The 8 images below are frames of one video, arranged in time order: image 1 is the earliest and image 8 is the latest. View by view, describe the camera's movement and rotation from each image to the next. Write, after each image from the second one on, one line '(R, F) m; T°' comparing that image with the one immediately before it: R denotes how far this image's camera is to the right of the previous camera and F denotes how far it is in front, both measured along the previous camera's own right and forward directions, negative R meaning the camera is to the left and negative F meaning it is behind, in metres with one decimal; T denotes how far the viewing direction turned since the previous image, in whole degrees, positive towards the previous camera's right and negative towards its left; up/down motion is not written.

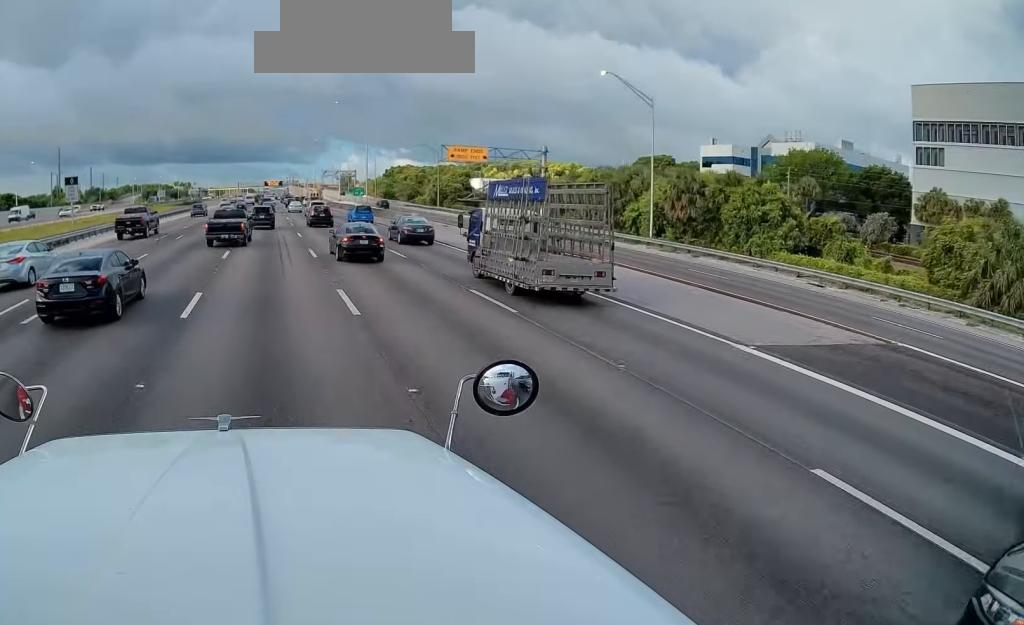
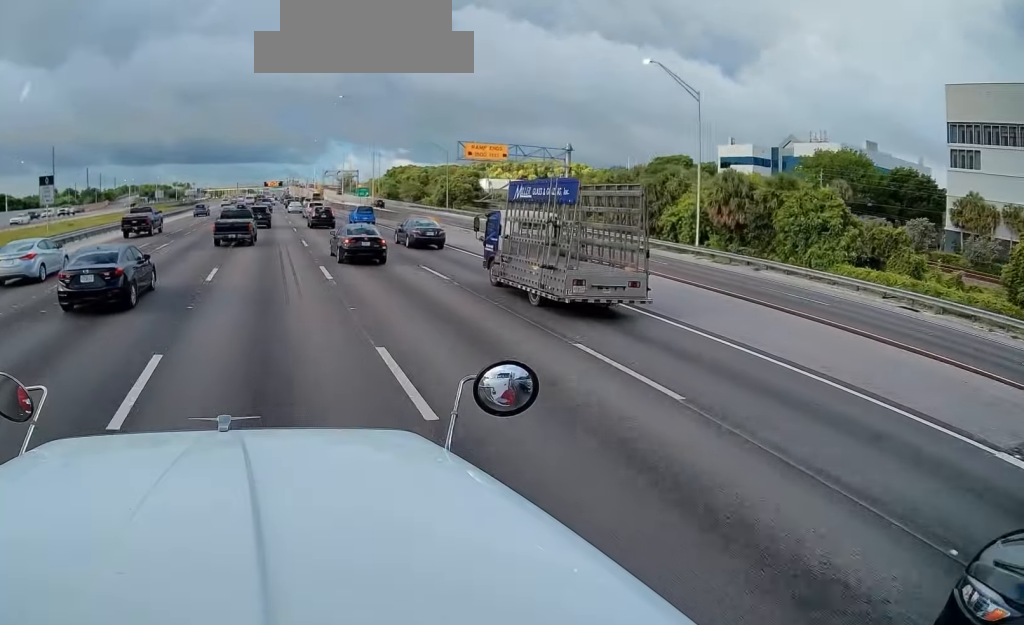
(+0.1, +6.0) m; -1°
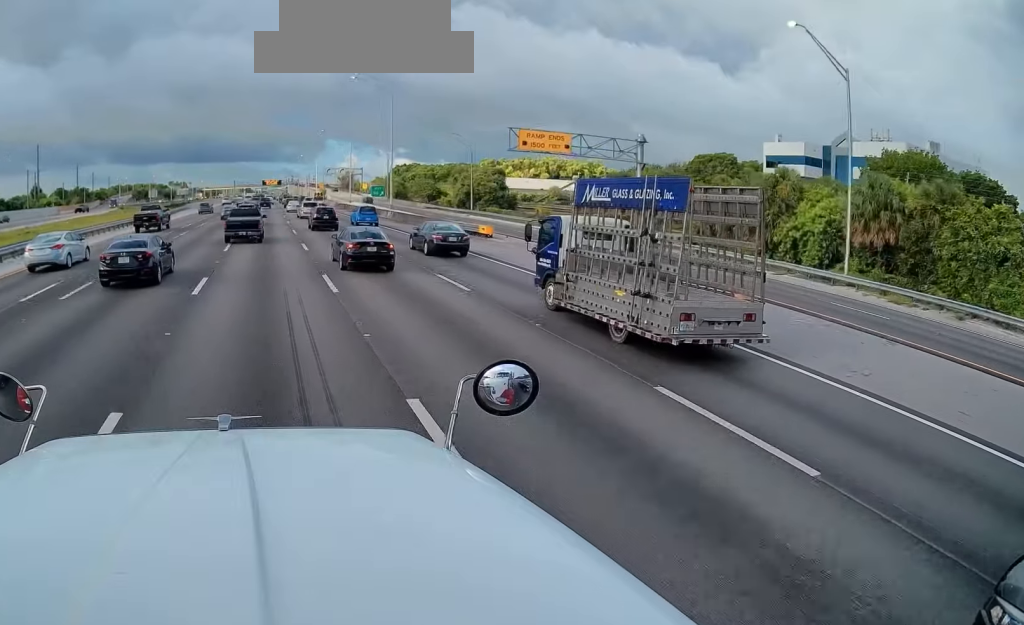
(-0.3, +14.2) m; 0°
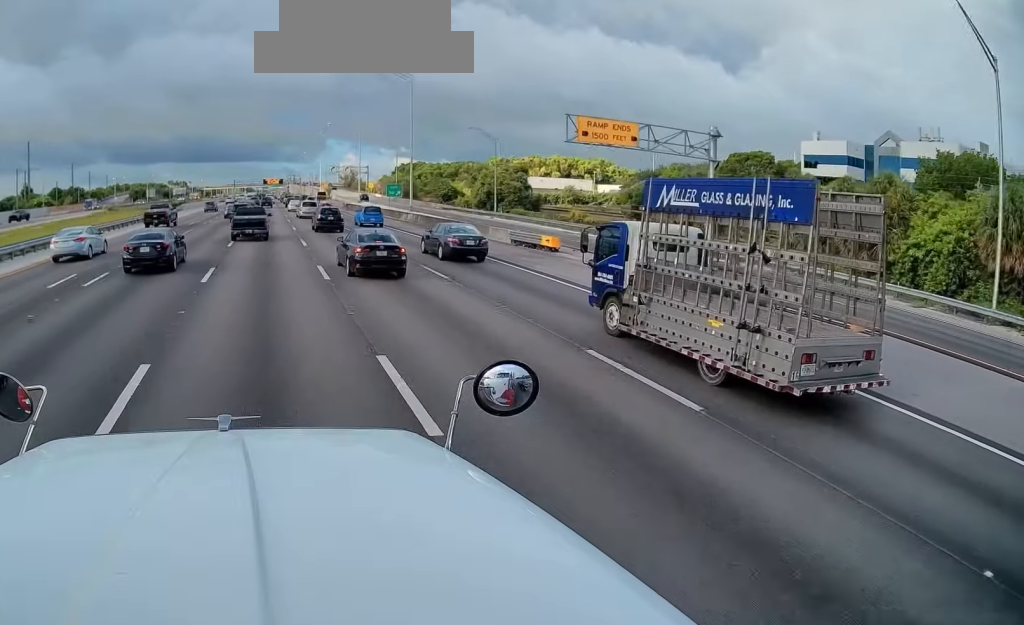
(+0.3, +9.9) m; +1°
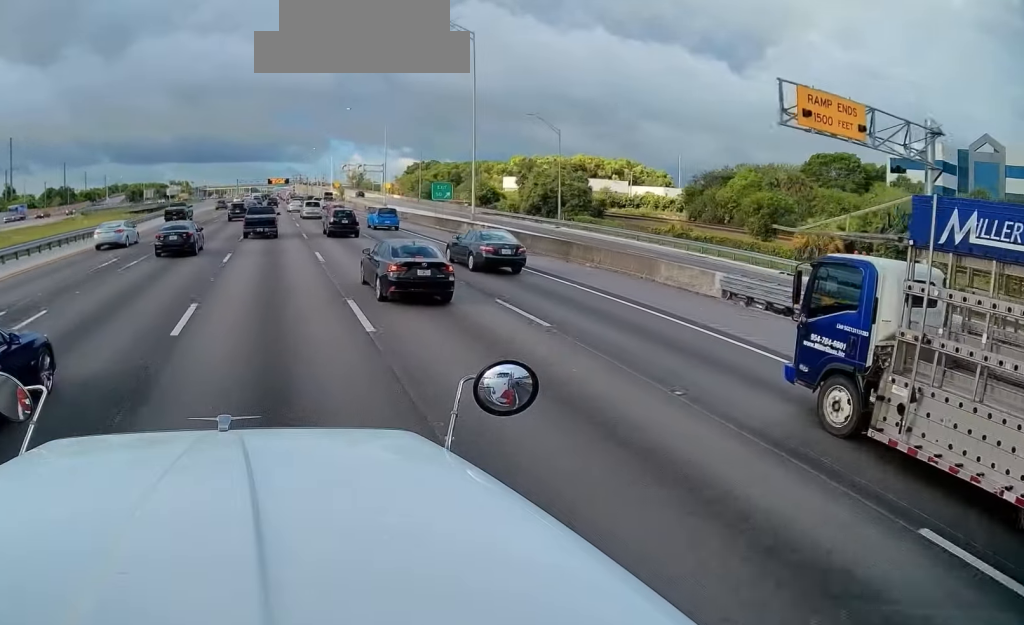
(0.0, +18.8) m; -1°
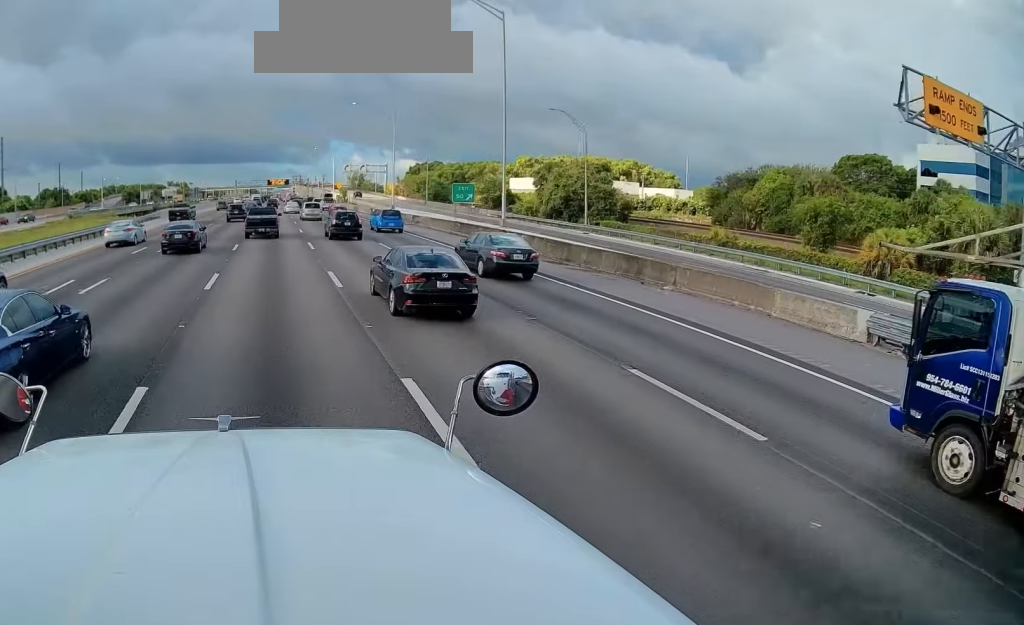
(+0.1, +6.3) m; -1°
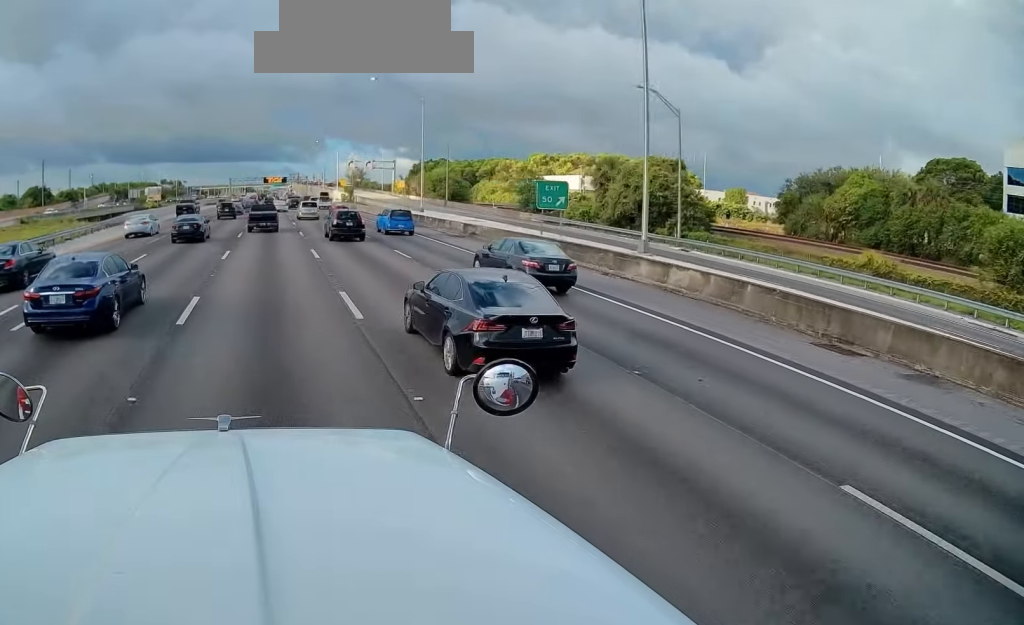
(-0.3, +16.4) m; 0°
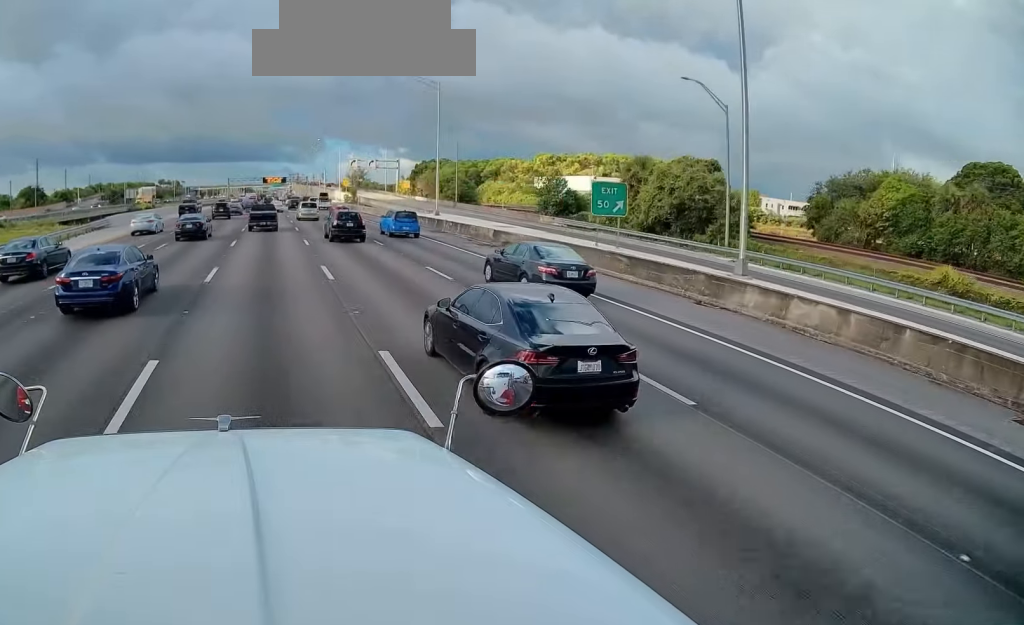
(+0.1, +5.9) m; +1°
